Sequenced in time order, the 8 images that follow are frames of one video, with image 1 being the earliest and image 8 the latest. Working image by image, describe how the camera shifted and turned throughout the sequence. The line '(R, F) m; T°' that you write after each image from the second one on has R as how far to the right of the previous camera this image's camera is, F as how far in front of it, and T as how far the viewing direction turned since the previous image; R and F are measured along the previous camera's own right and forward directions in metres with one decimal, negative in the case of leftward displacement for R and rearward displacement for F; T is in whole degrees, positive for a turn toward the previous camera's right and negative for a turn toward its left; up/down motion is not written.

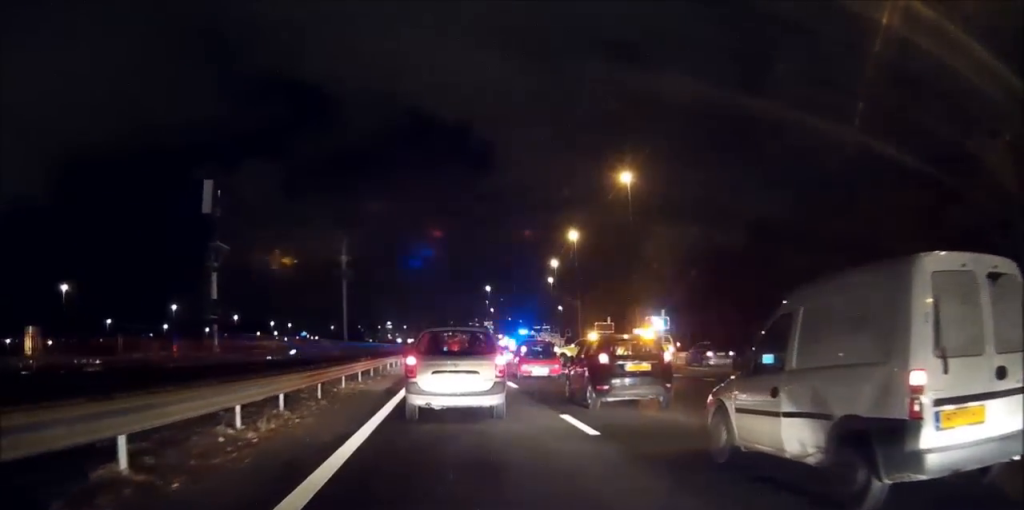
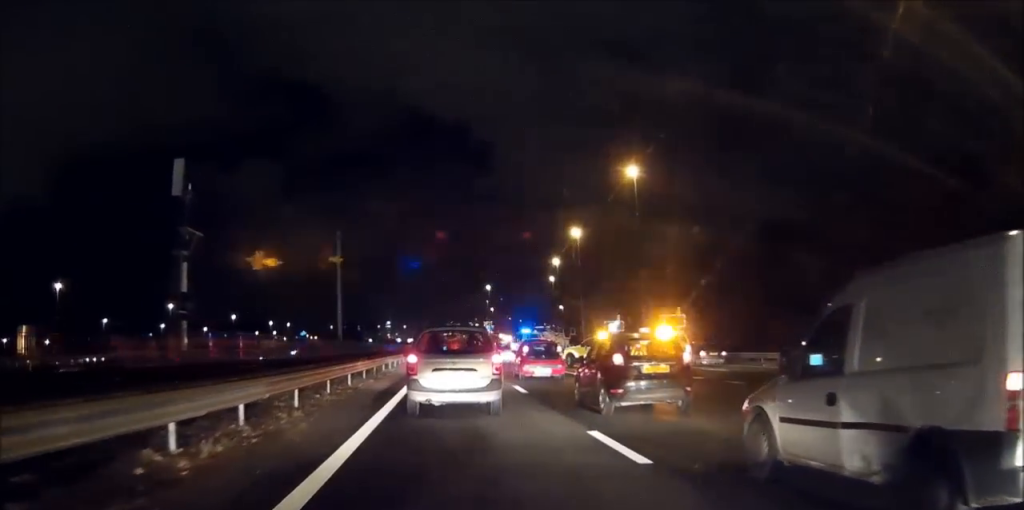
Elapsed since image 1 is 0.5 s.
(0.0, +2.6) m; 0°
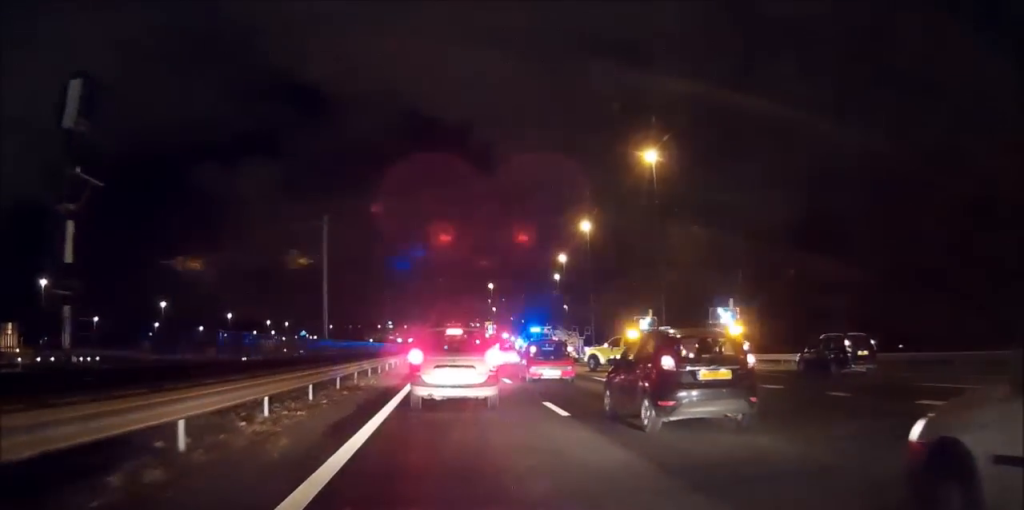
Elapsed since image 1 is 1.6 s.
(-0.1, +6.5) m; +1°
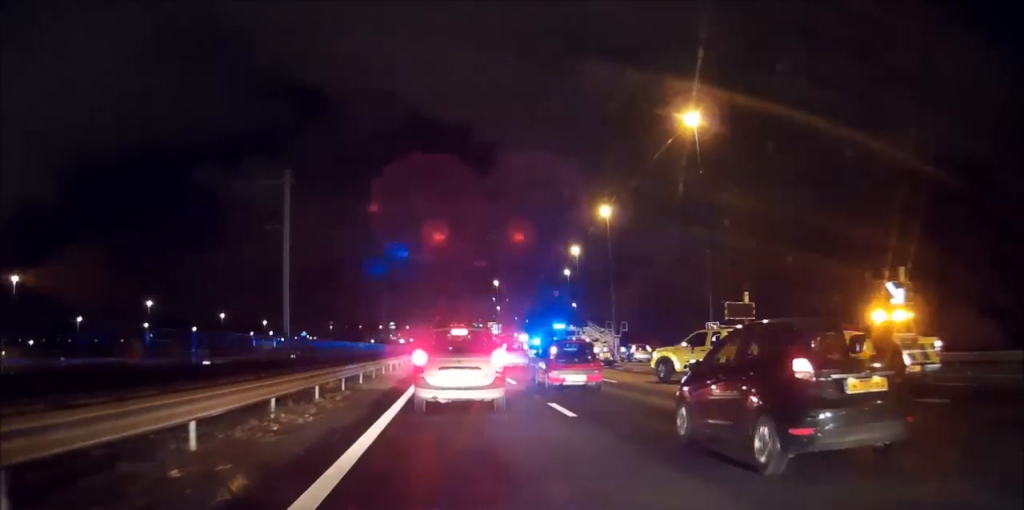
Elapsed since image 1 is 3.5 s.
(+0.2, +11.8) m; +1°
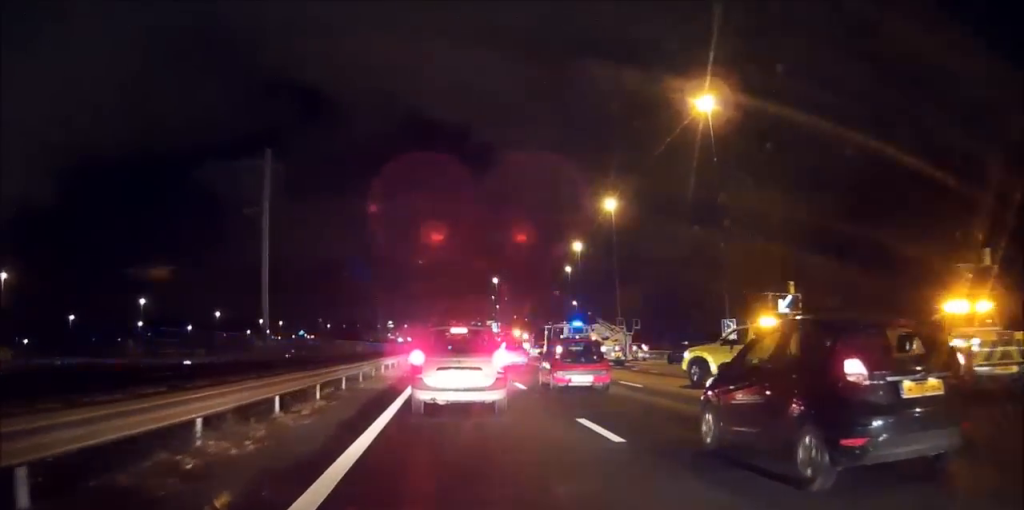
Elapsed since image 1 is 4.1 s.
(0.0, +3.8) m; 0°
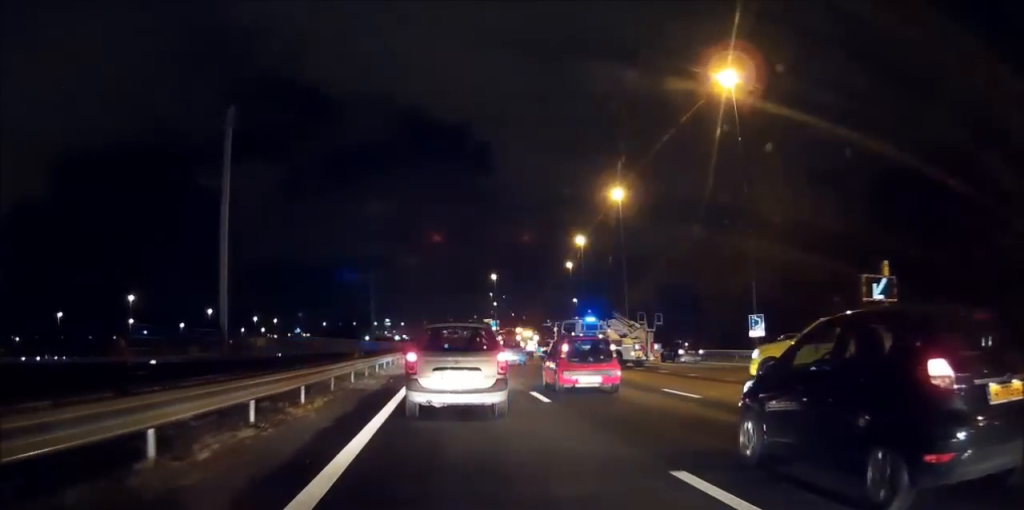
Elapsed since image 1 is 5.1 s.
(0.0, +5.7) m; 0°
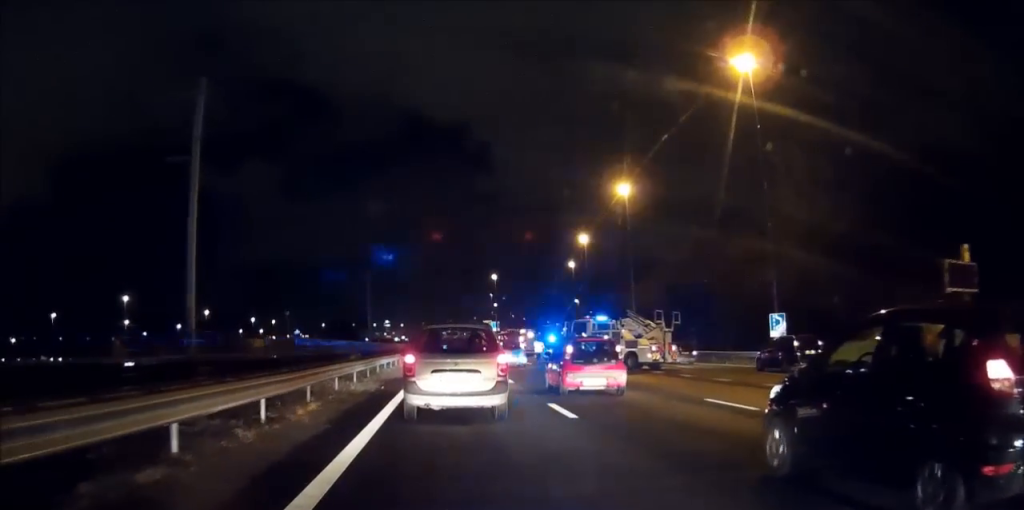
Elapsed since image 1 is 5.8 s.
(0.0, +3.5) m; 0°
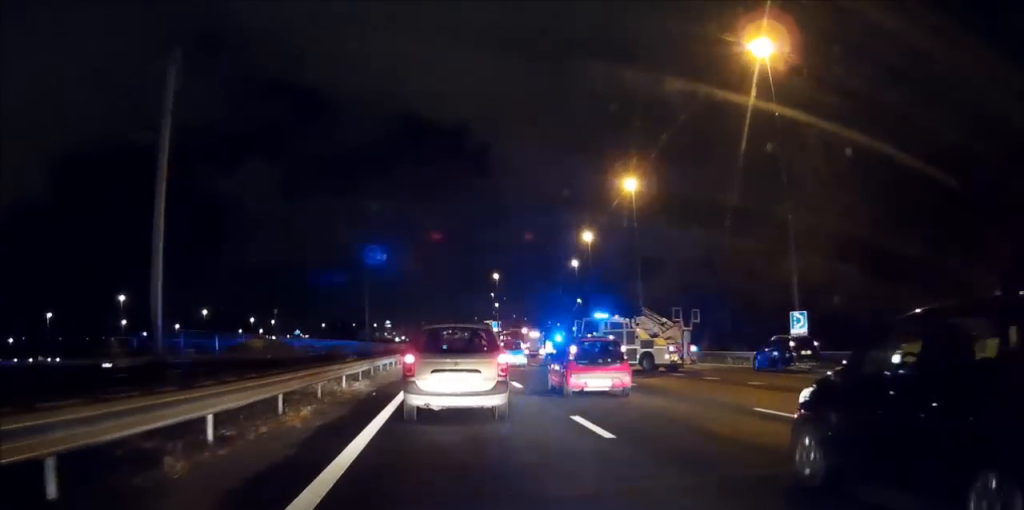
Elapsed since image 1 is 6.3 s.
(0.0, +2.9) m; 0°
